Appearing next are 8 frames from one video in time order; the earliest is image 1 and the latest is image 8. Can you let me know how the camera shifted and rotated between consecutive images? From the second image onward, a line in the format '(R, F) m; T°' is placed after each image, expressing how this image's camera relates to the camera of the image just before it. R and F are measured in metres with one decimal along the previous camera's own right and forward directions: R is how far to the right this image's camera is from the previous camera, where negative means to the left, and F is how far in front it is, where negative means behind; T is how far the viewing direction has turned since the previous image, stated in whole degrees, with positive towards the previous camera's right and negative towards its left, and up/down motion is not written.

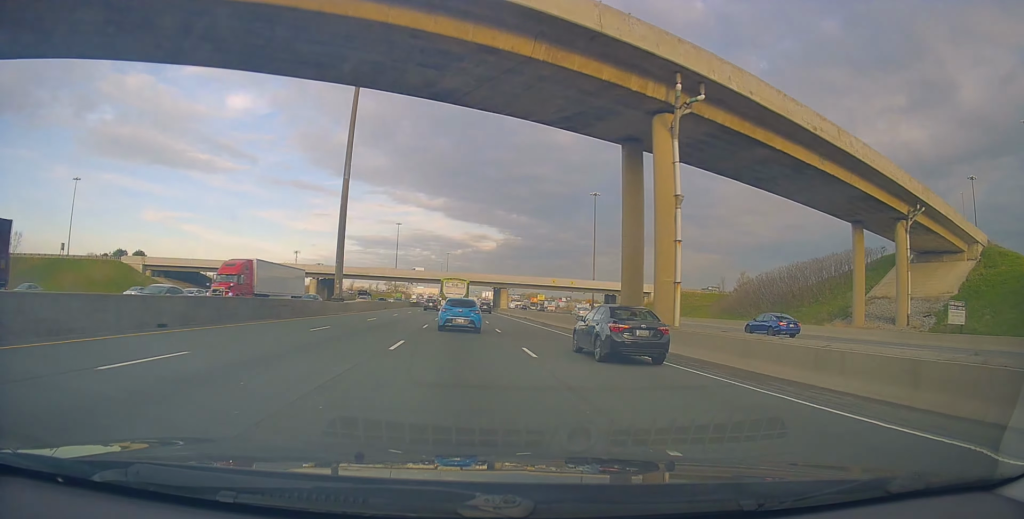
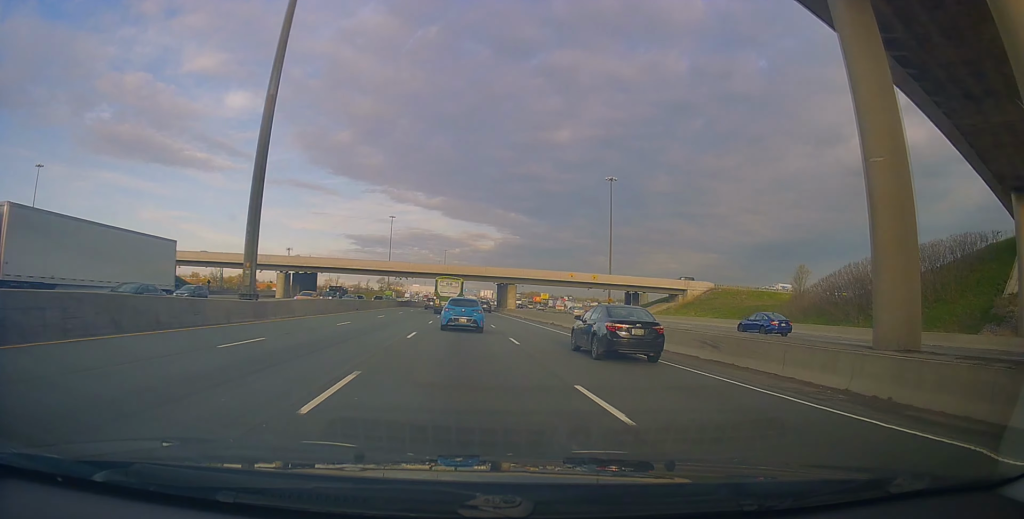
(0.0, +20.1) m; 0°
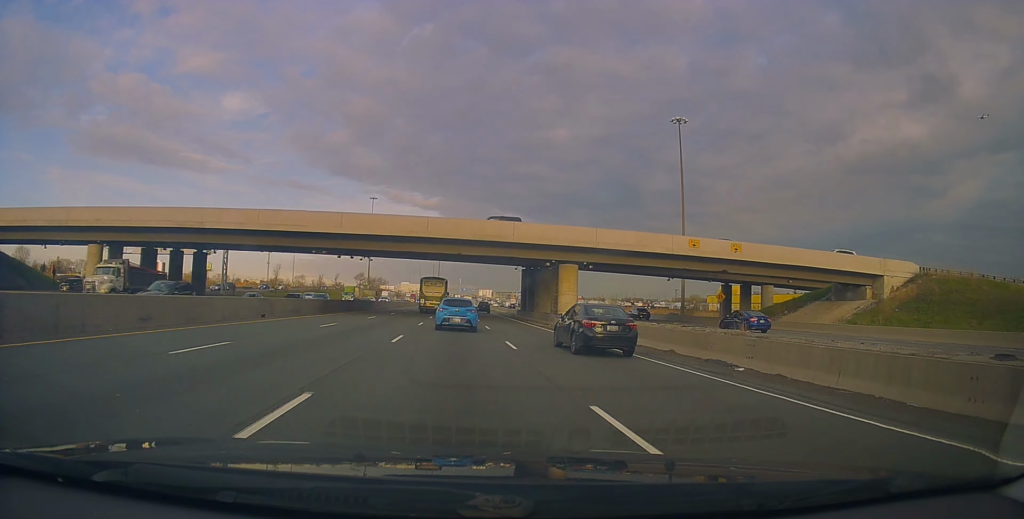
(+0.8, +50.3) m; +2°
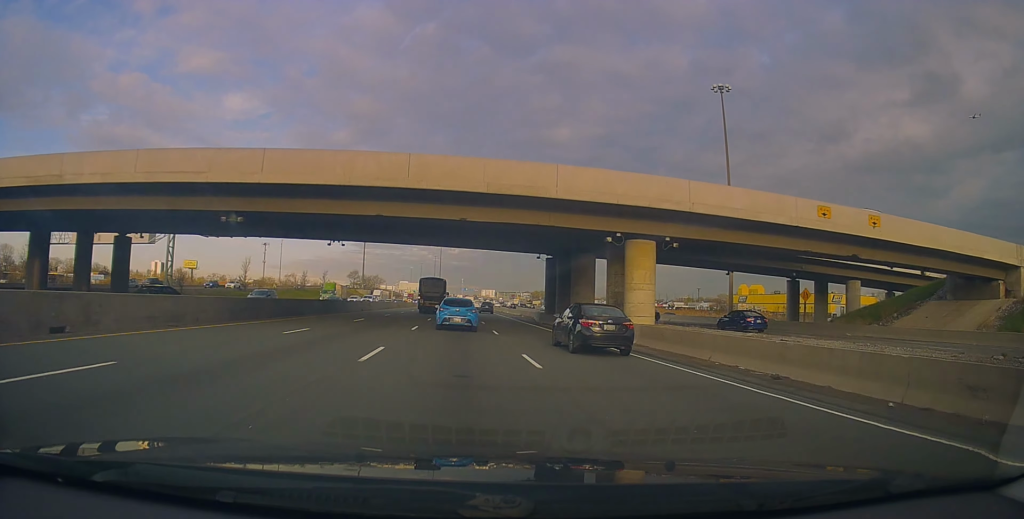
(+0.1, +17.1) m; 0°
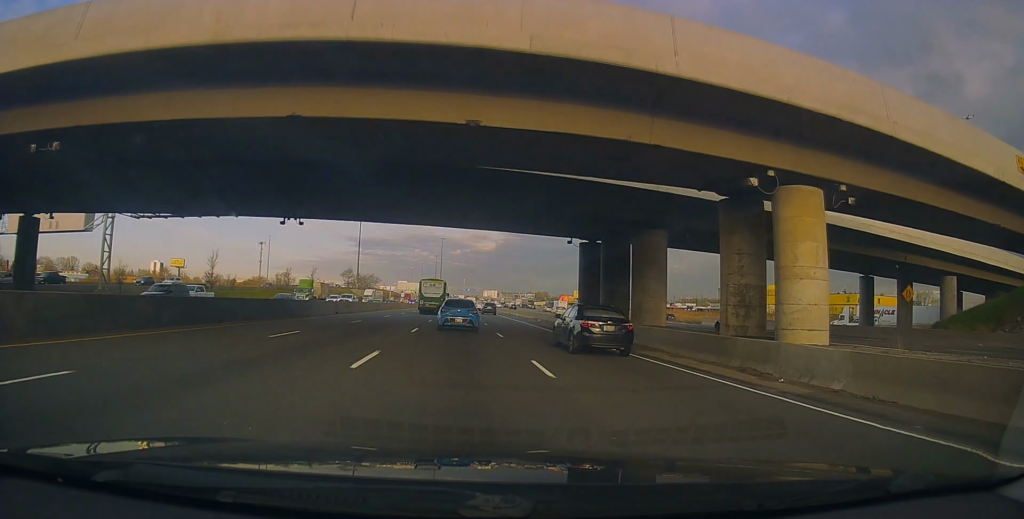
(0.0, +13.5) m; 0°
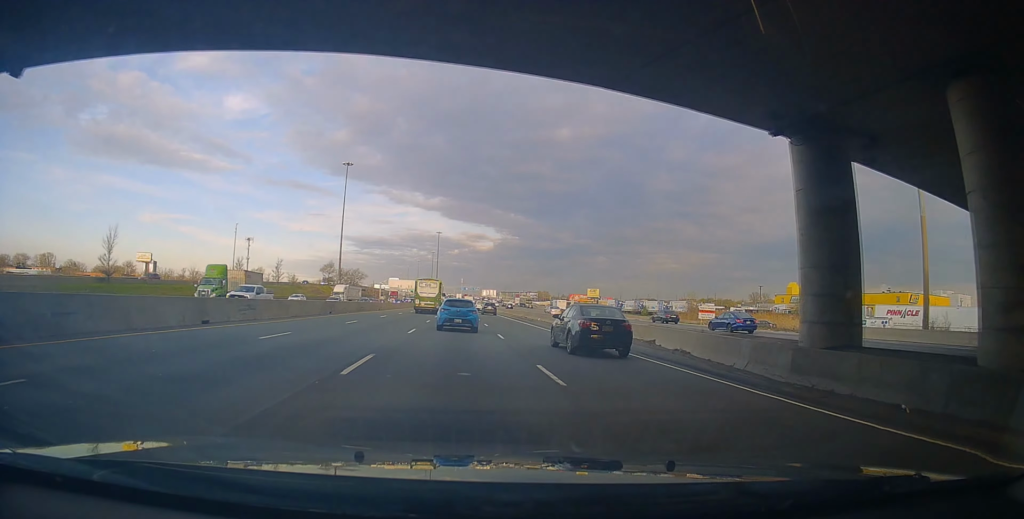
(0.0, +25.7) m; -1°
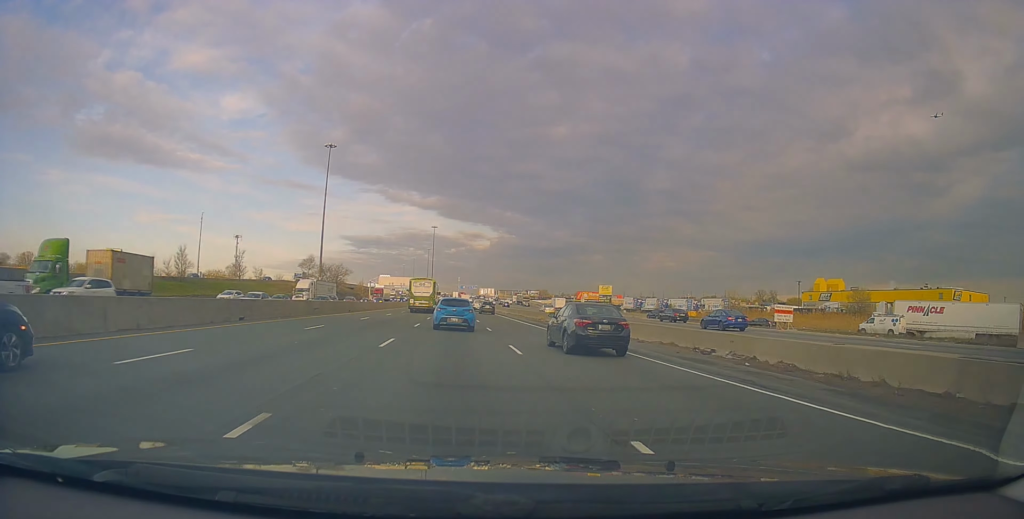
(-0.4, +18.8) m; 0°
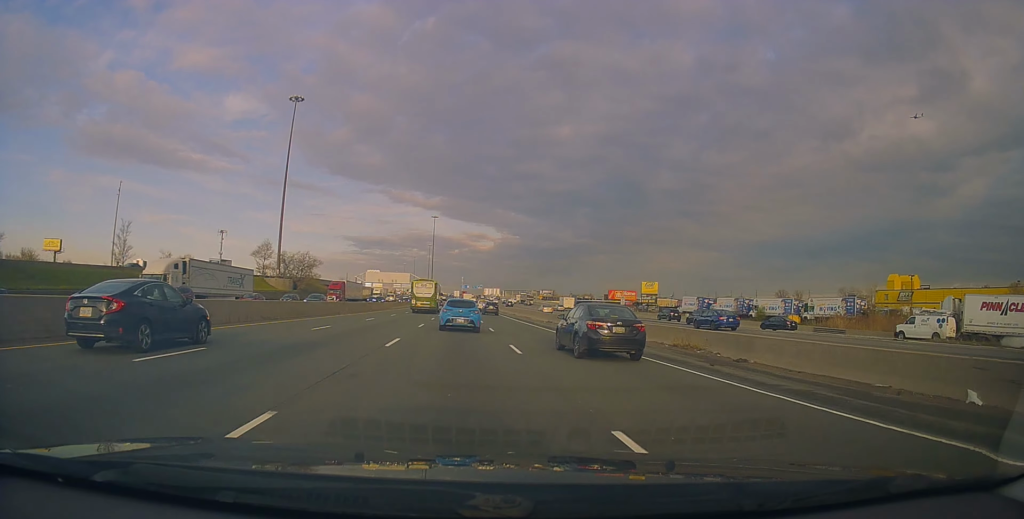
(+0.3, +35.4) m; -1°
